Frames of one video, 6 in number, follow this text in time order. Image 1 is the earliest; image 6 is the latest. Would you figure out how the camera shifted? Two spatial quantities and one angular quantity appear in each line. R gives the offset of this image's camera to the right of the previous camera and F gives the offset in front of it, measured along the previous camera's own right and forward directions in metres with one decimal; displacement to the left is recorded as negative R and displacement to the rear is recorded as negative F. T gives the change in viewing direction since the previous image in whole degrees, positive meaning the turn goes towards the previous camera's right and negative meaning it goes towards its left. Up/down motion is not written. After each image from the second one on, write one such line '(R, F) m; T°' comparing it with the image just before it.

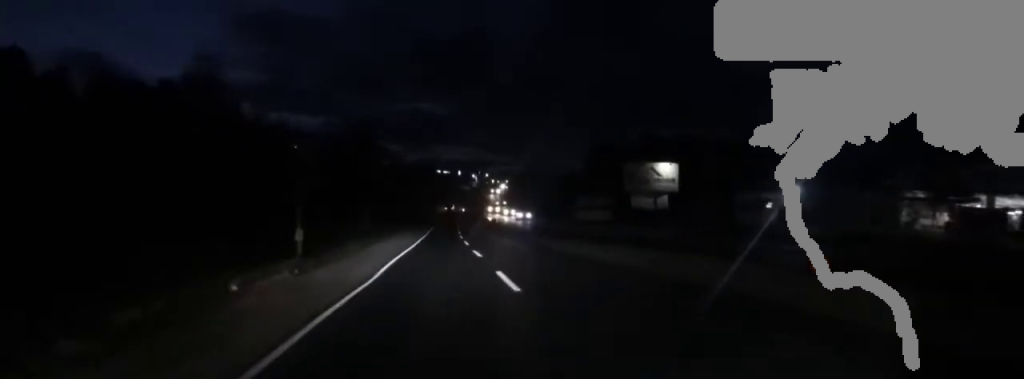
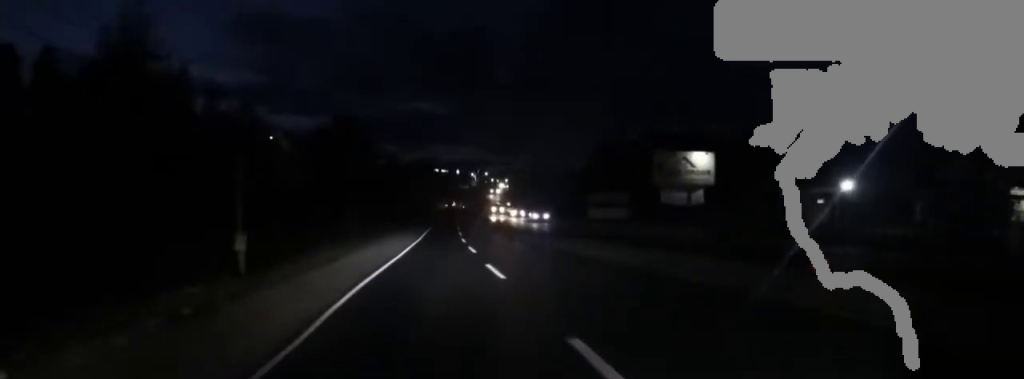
(0.0, +6.3) m; 0°
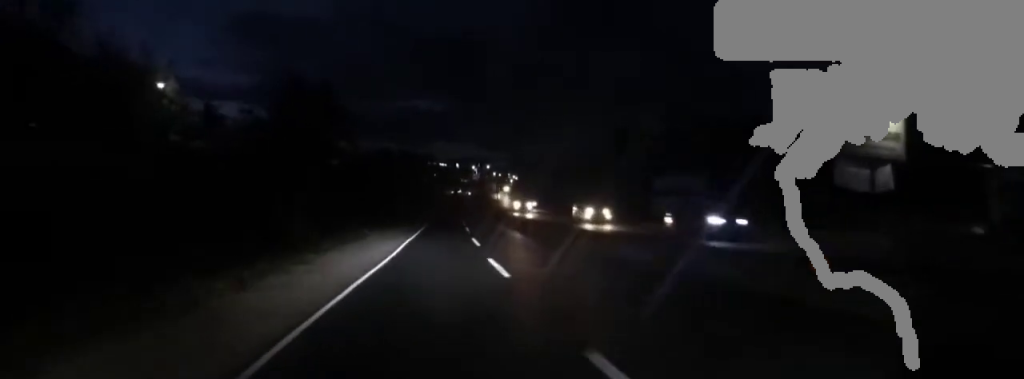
(-0.4, +17.4) m; -1°
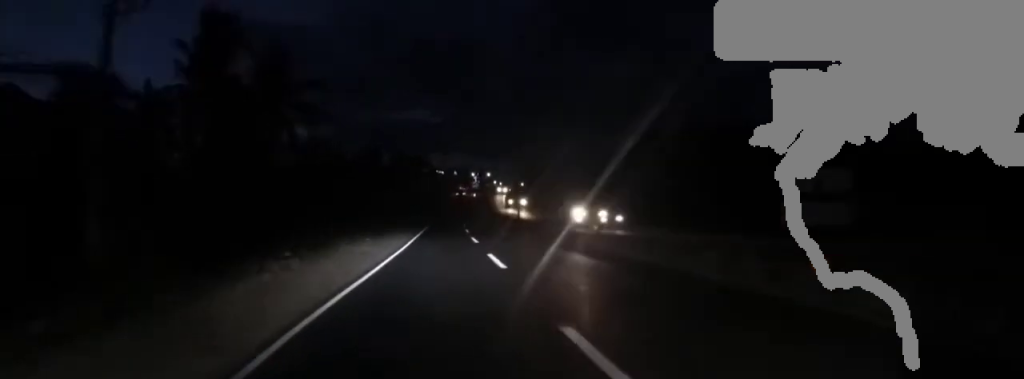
(0.0, +16.0) m; 0°
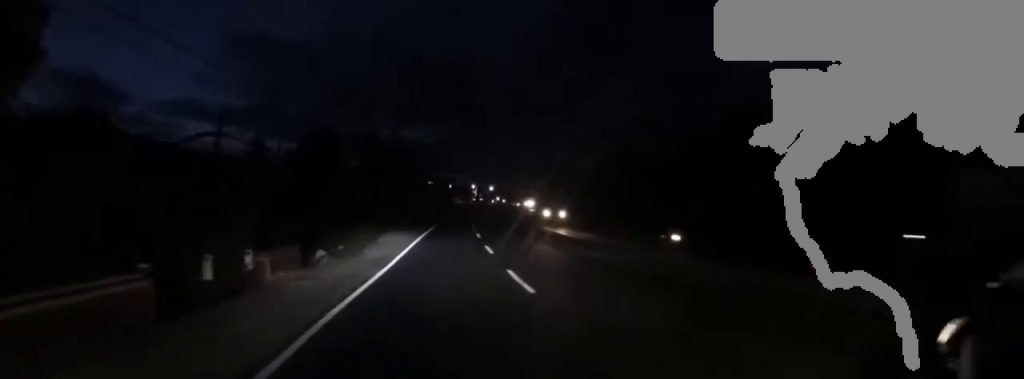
(+0.8, +35.6) m; +3°
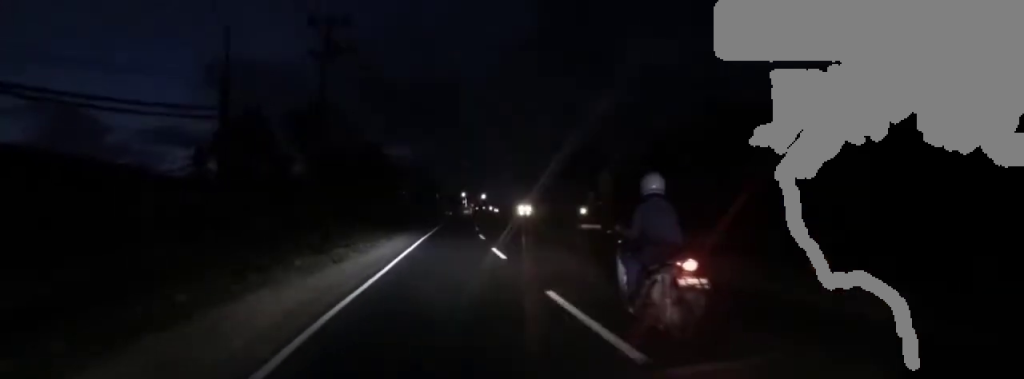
(+0.2, +20.5) m; +1°
